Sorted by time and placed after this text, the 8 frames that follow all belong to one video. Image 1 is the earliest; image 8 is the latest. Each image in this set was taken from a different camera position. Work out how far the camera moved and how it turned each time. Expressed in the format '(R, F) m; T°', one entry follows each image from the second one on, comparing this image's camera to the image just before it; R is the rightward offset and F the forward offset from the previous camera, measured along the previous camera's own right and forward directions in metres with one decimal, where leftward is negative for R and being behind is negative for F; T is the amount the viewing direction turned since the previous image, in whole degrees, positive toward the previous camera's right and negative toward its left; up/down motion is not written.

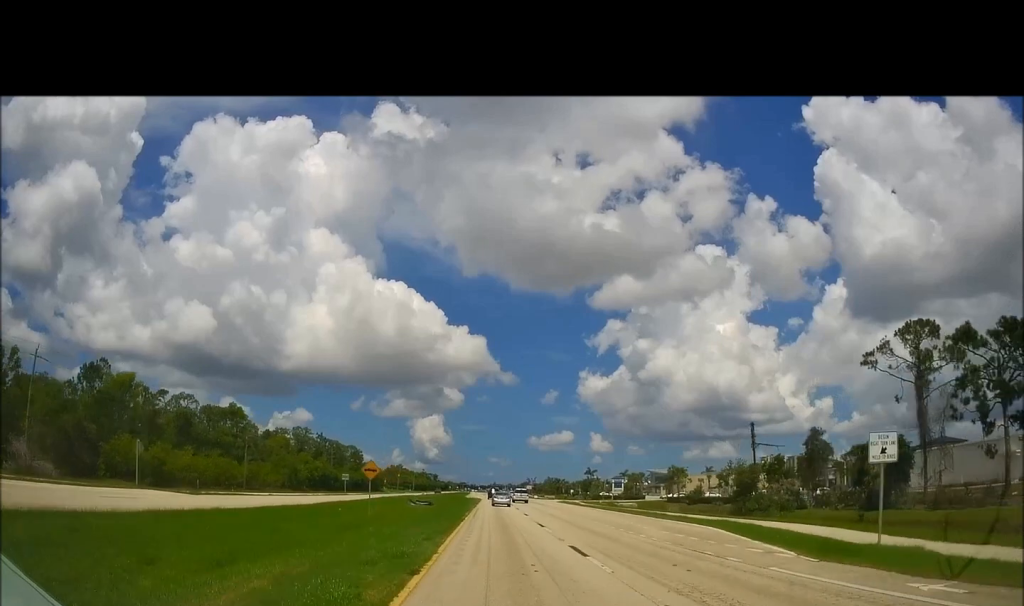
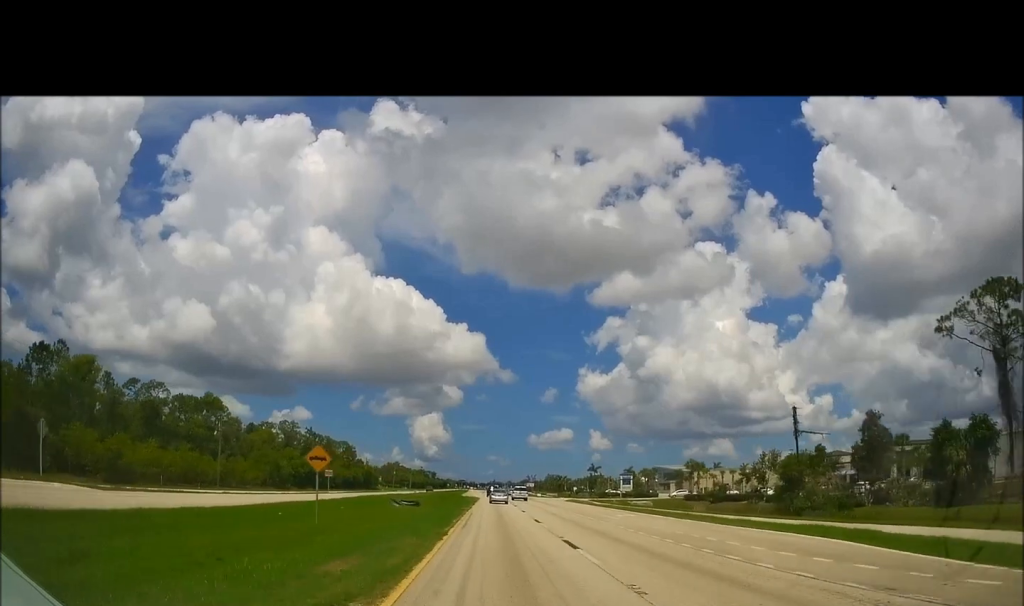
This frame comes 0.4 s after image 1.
(0.0, +11.1) m; 0°
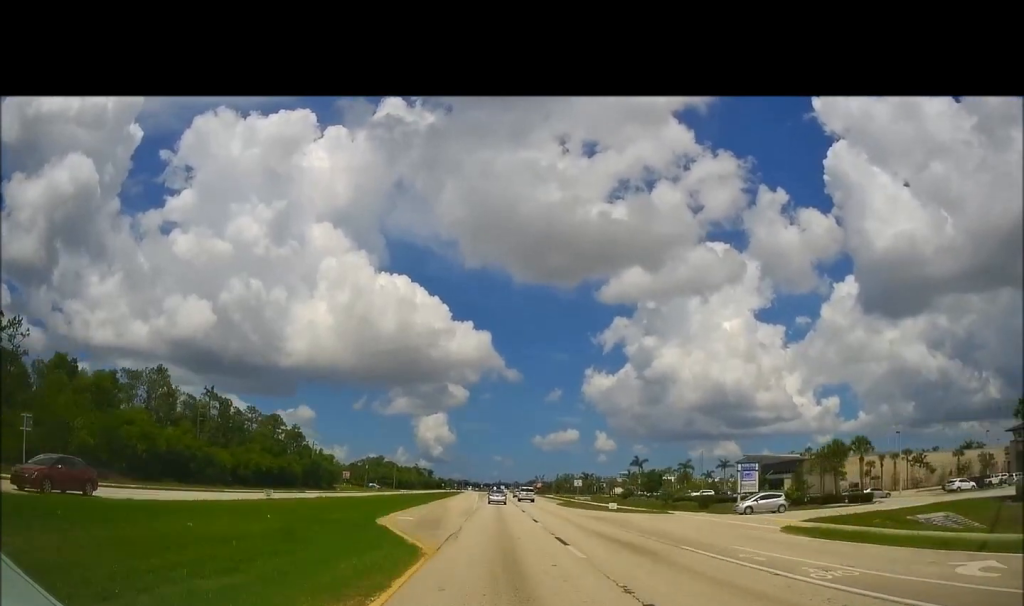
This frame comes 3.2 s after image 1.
(-1.1, +71.8) m; -1°
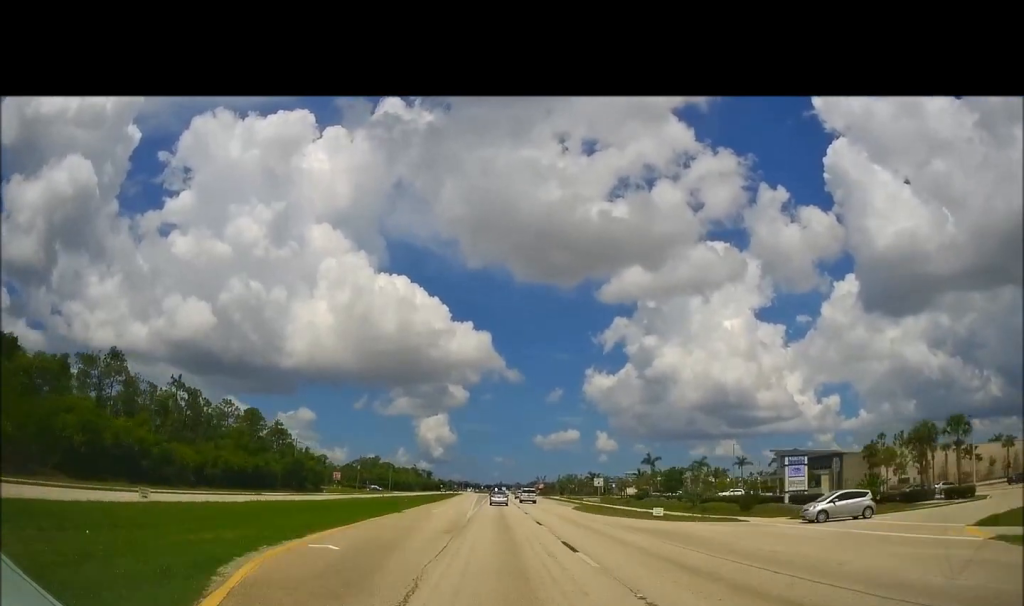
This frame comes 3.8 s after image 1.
(0.0, +13.8) m; 0°
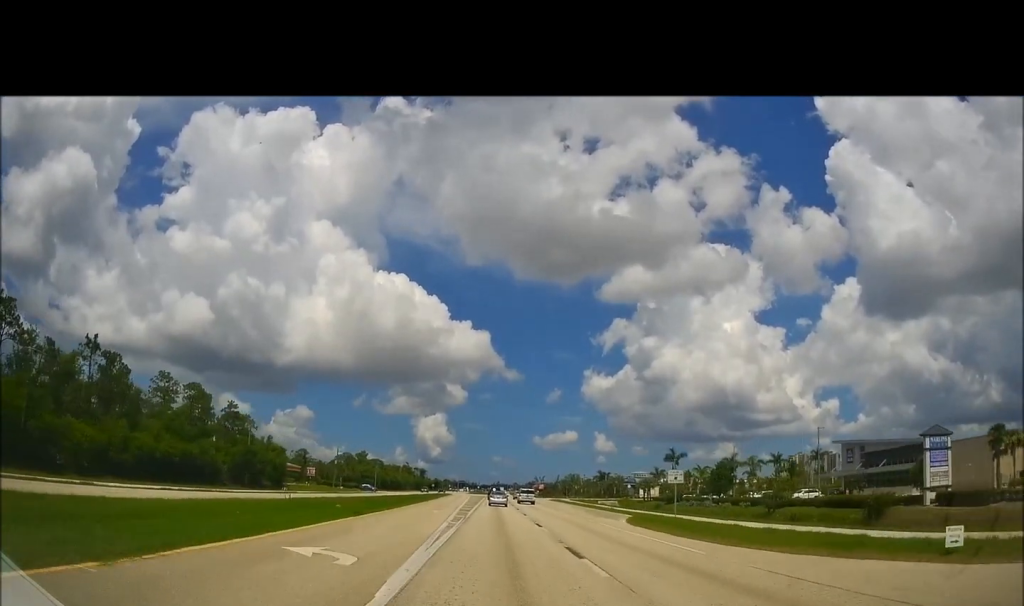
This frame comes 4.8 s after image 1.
(-0.3, +25.9) m; 0°
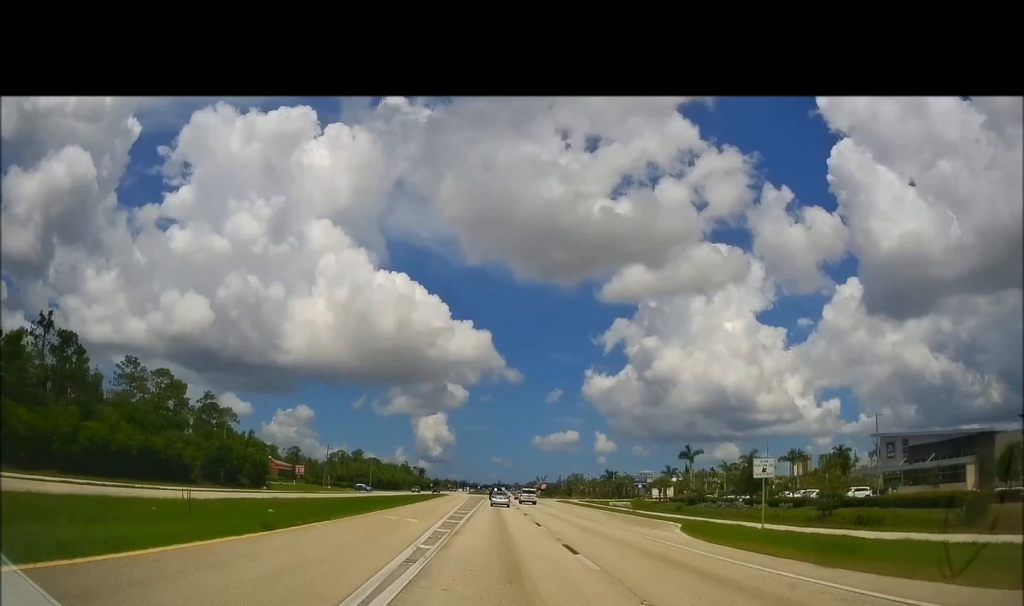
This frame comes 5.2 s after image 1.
(+0.2, +11.2) m; +1°
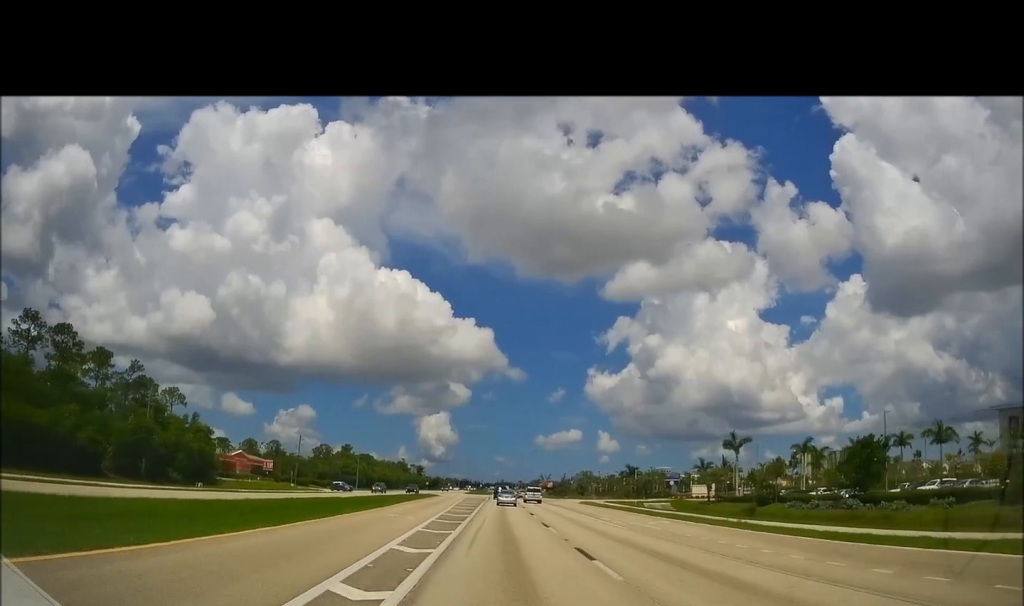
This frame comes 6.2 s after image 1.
(+0.2, +25.9) m; 0°
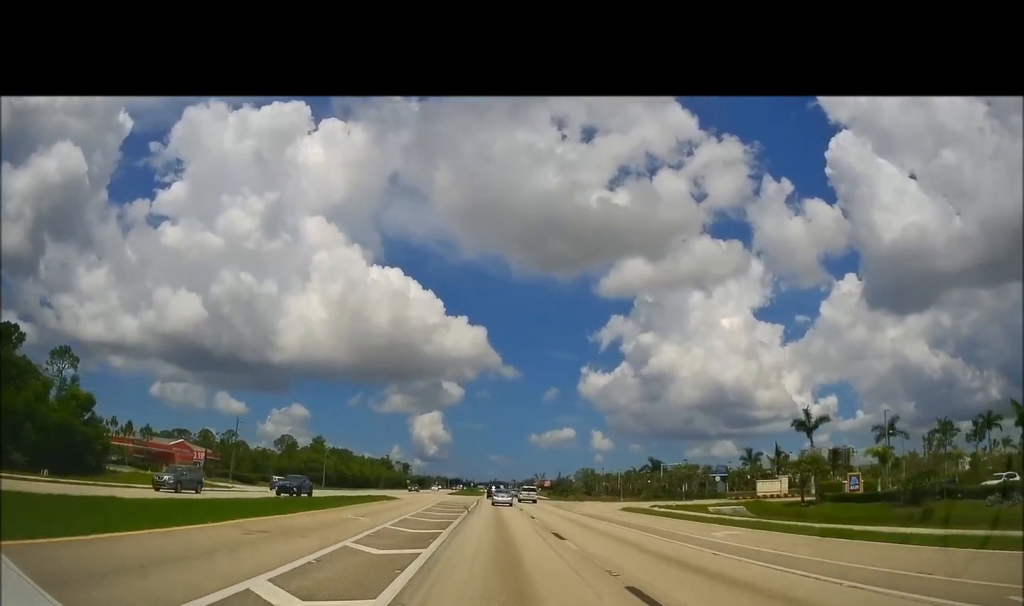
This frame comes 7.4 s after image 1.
(-0.6, +31.9) m; -2°
